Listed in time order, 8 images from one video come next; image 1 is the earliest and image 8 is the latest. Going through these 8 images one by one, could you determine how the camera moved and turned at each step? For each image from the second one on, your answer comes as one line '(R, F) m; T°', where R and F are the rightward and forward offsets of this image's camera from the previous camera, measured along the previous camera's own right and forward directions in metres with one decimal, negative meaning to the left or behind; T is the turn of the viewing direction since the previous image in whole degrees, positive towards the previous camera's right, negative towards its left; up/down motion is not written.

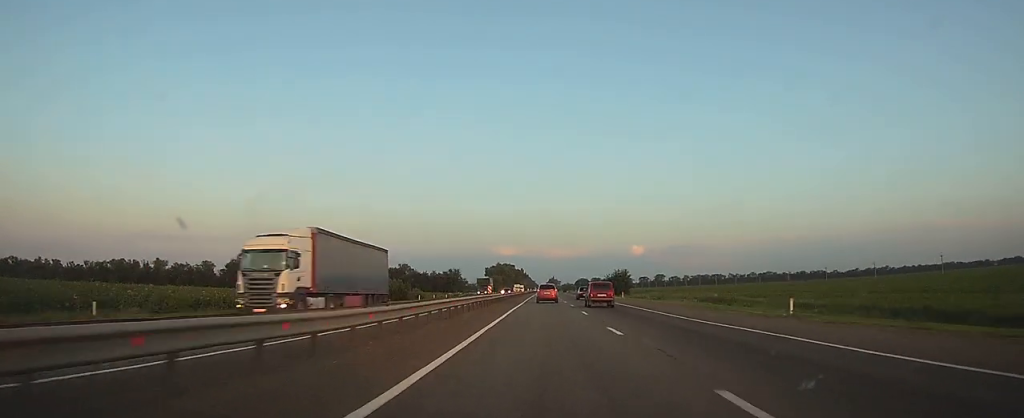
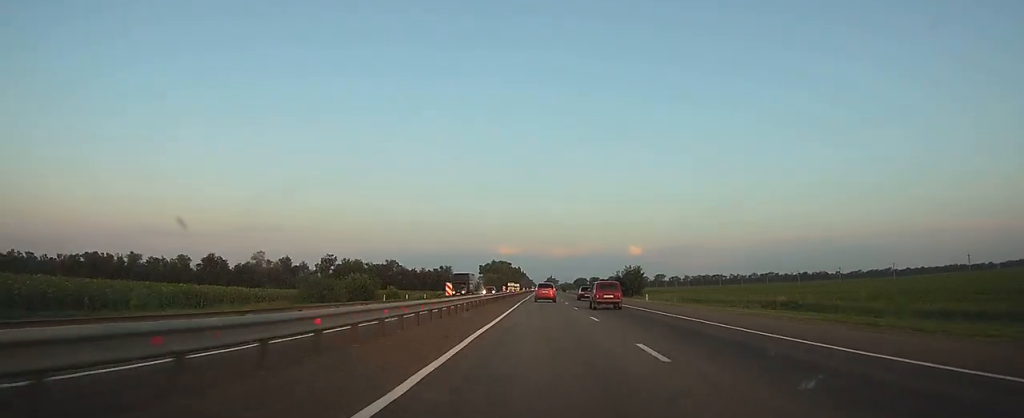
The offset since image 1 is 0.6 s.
(0.0, +17.7) m; 0°
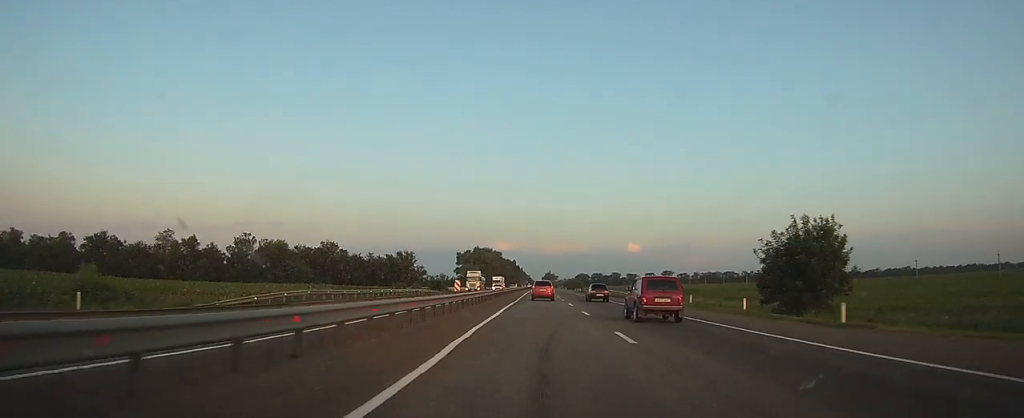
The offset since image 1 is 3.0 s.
(-0.5, +67.9) m; -1°
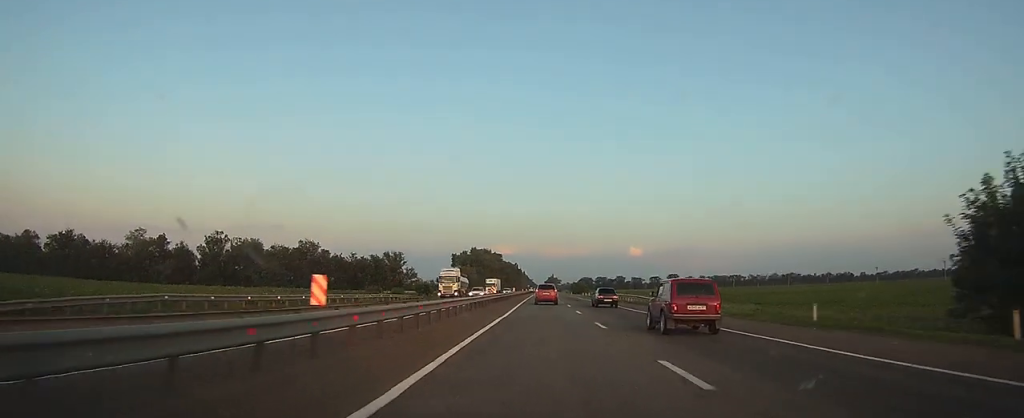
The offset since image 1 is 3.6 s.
(0.0, +17.2) m; 0°
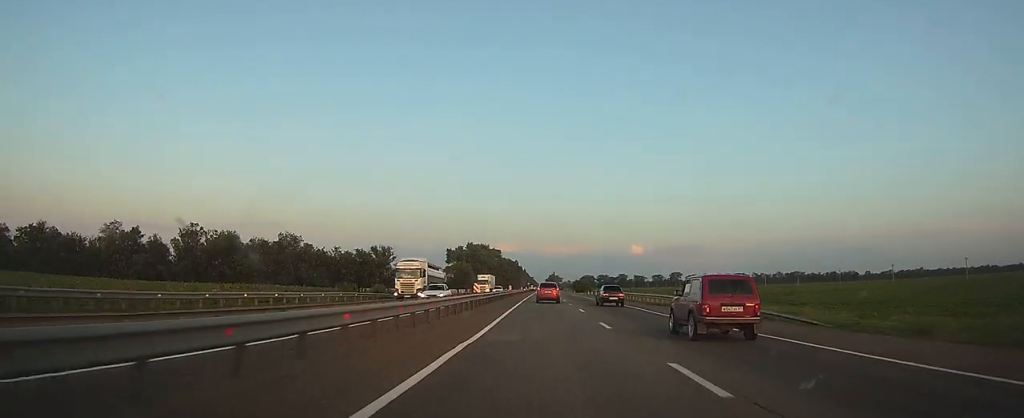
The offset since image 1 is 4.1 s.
(0.0, +12.5) m; 0°
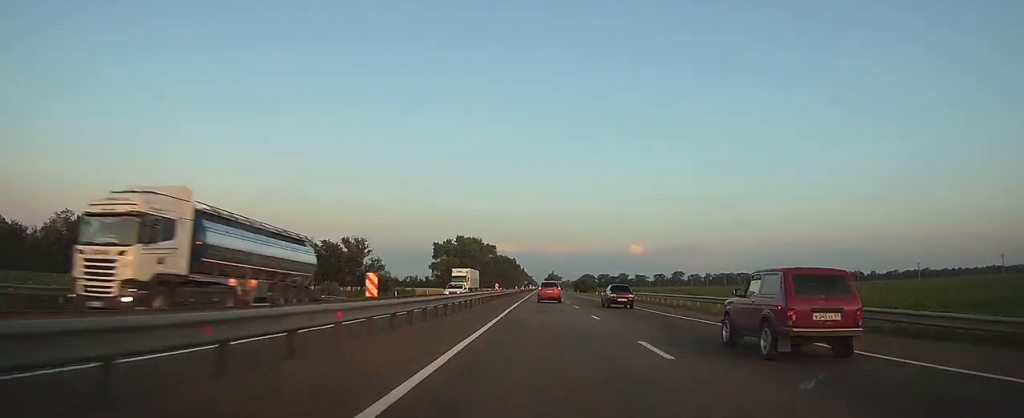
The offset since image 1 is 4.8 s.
(0.0, +20.3) m; 0°
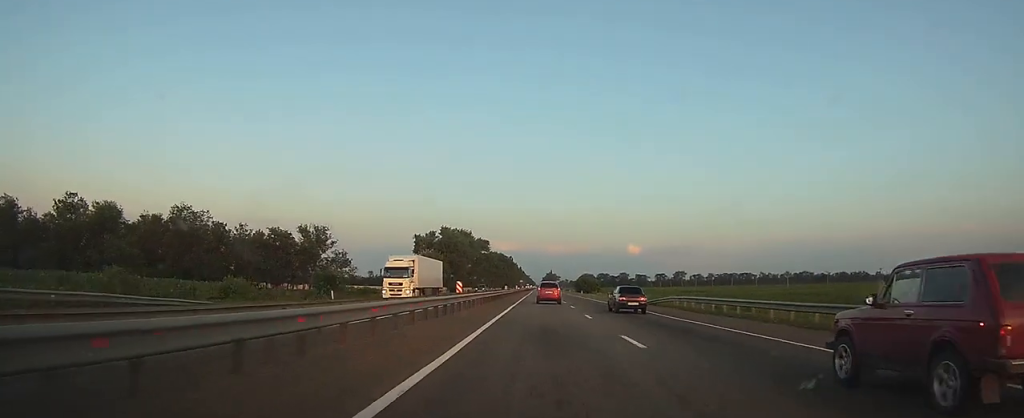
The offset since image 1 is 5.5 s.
(0.0, +21.3) m; 0°
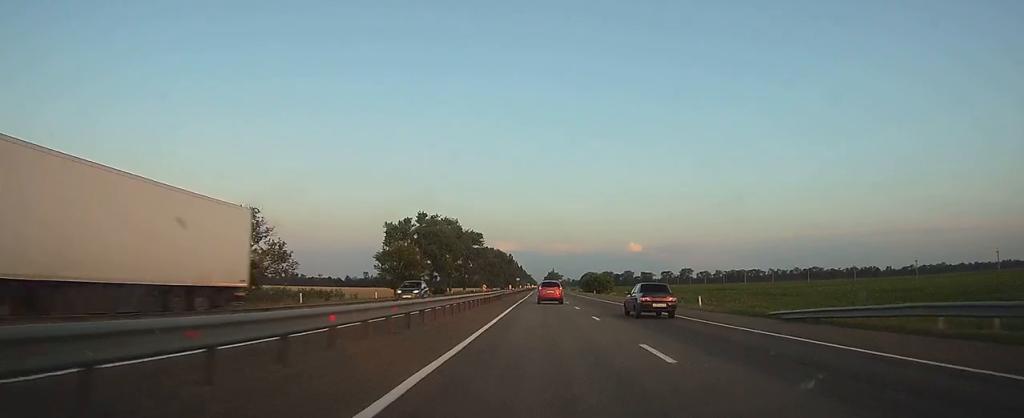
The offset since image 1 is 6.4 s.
(+0.1, +26.4) m; 0°
